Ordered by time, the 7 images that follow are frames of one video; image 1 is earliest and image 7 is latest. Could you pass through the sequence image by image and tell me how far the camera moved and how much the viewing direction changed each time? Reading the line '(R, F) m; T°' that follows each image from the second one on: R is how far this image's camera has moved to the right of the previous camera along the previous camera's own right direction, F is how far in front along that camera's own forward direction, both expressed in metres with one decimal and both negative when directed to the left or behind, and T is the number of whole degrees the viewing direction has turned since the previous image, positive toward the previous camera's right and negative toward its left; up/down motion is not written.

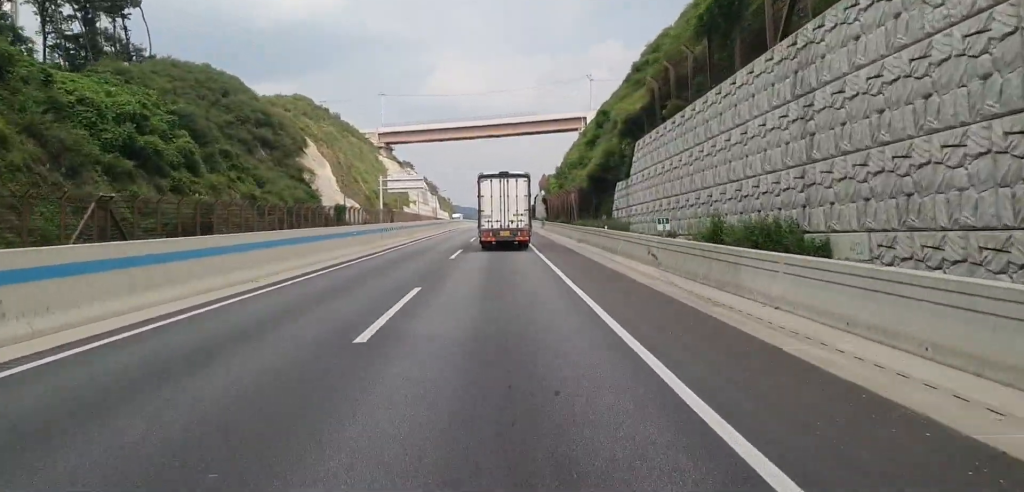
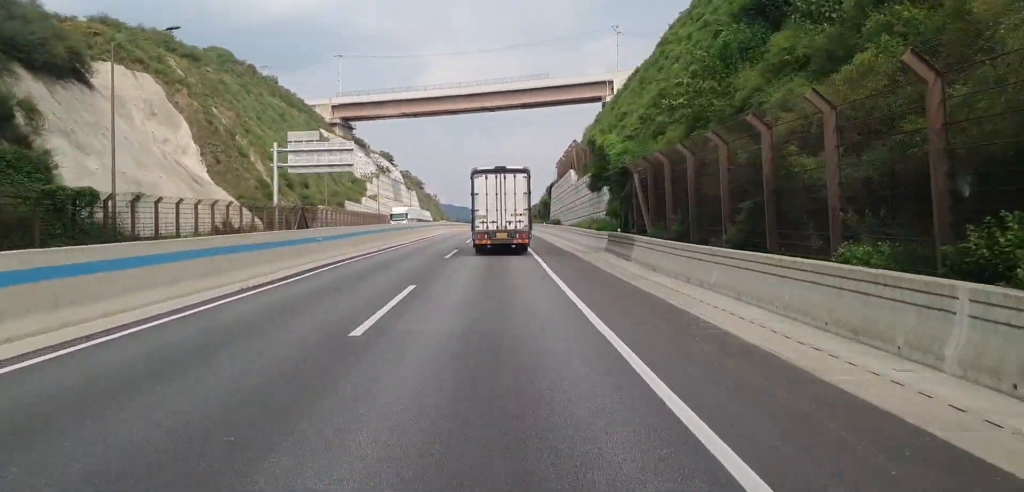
(+0.8, +59.4) m; +2°
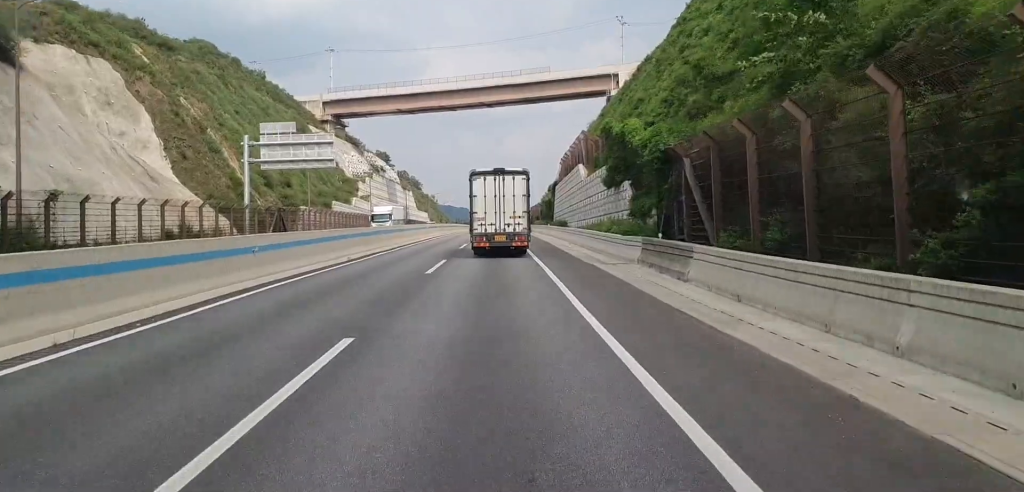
(+0.1, +8.2) m; 0°
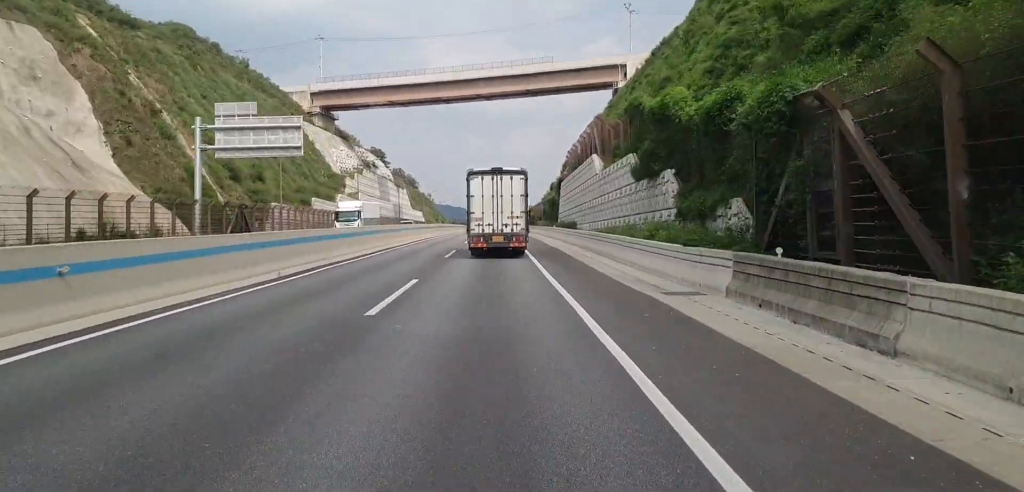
(-0.3, +10.1) m; 0°
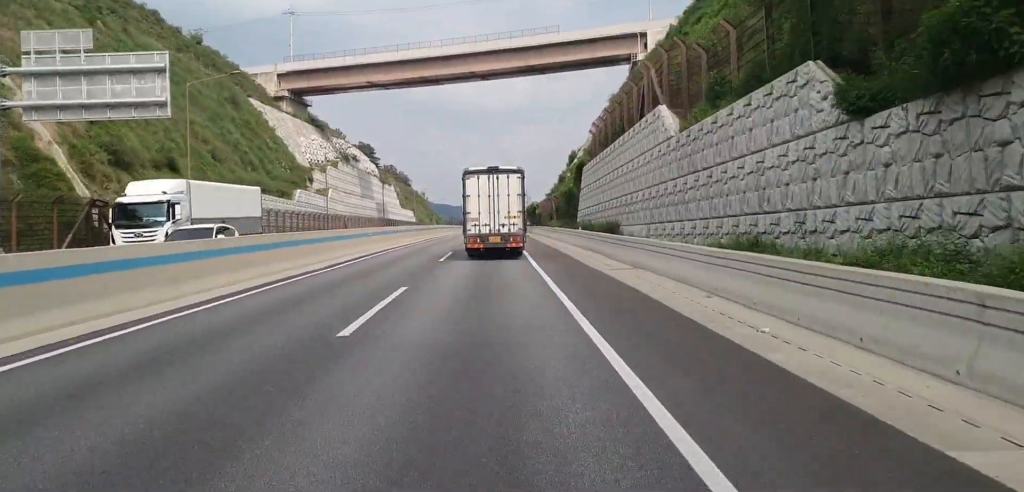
(+0.1, +21.9) m; +1°
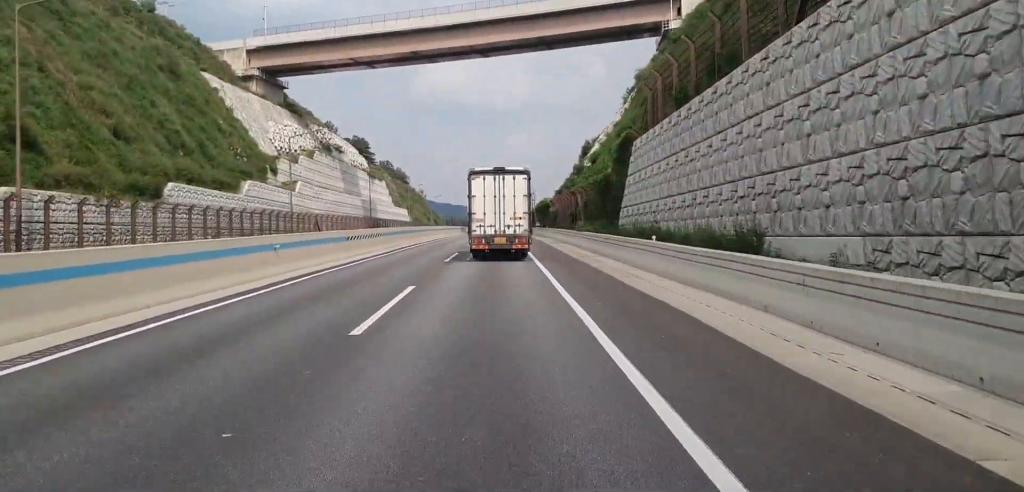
(+0.2, +19.5) m; -1°
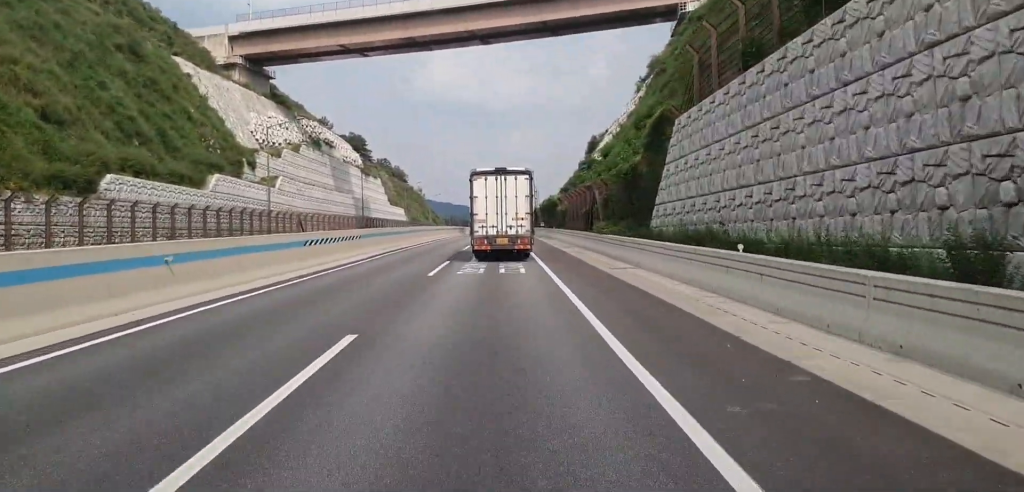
(0.0, +8.4) m; -1°
